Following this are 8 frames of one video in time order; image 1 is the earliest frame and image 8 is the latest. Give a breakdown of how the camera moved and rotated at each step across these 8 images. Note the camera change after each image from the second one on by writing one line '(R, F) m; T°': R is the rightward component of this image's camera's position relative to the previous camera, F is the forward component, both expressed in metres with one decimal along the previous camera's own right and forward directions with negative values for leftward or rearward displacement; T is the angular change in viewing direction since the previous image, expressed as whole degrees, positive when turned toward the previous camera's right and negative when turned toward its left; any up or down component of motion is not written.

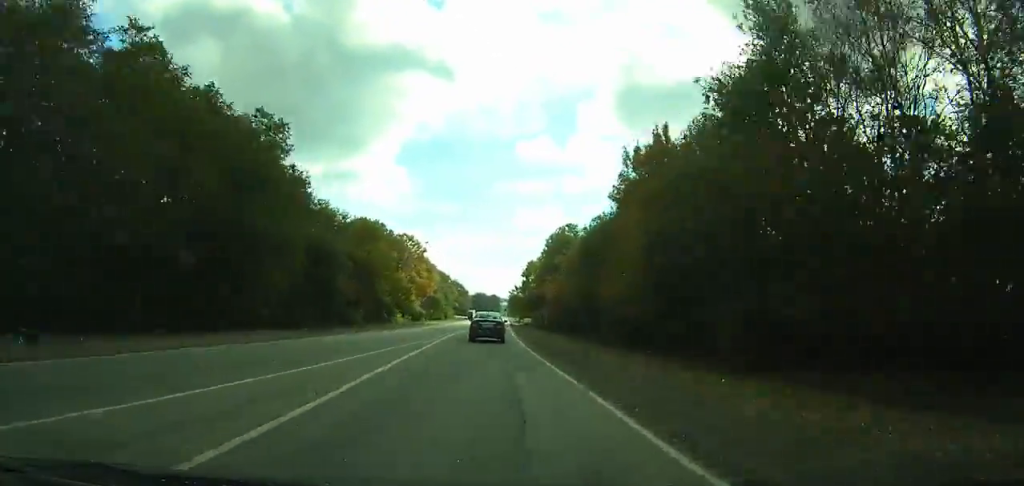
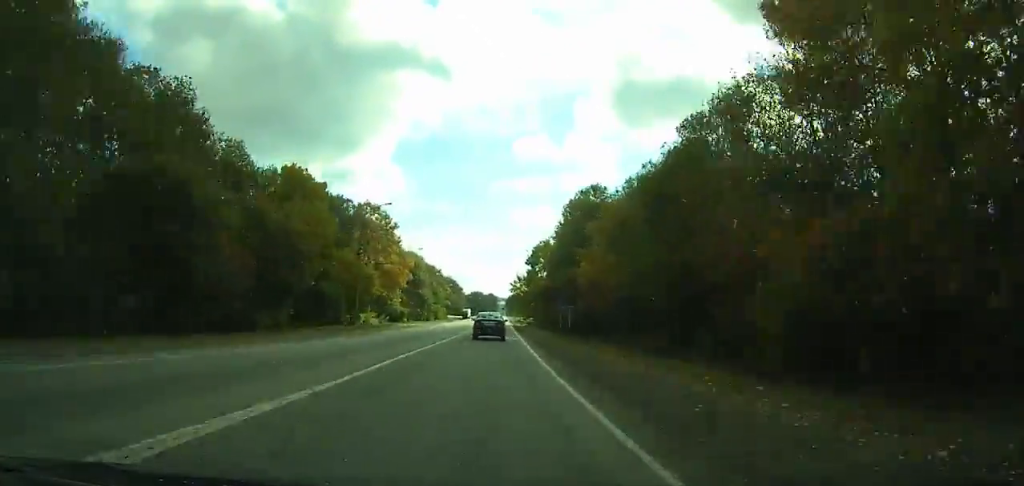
(-1.6, +24.0) m; +2°
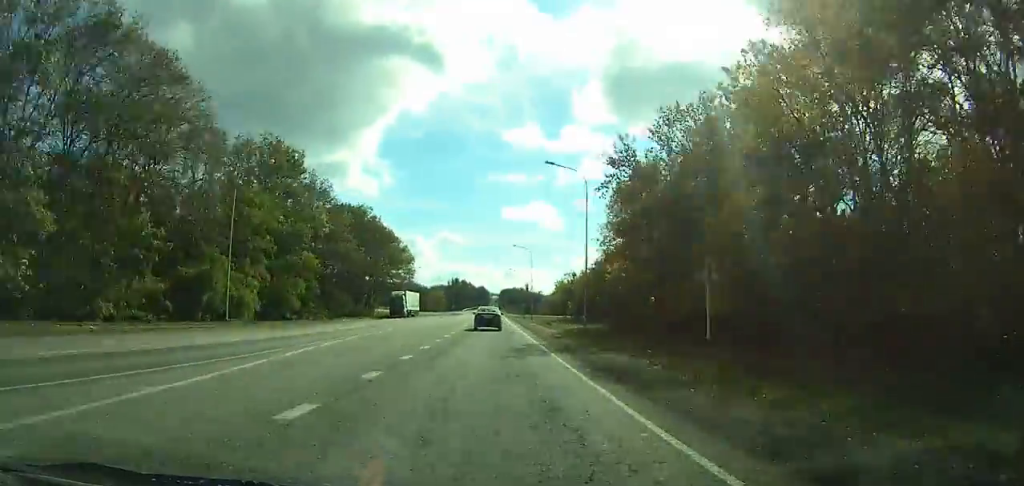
(+2.3, +119.7) m; -10°
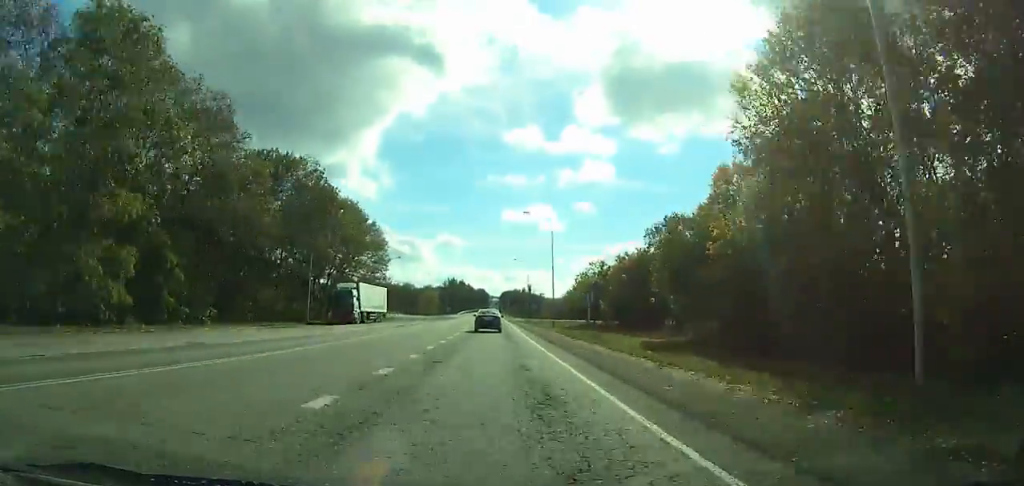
(-2.5, +32.6) m; -1°
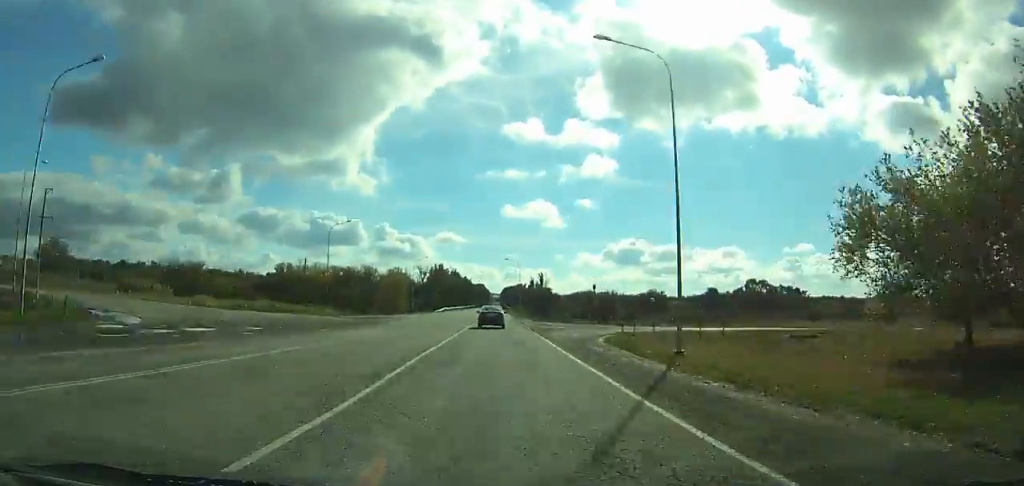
(-0.5, +94.6) m; +3°
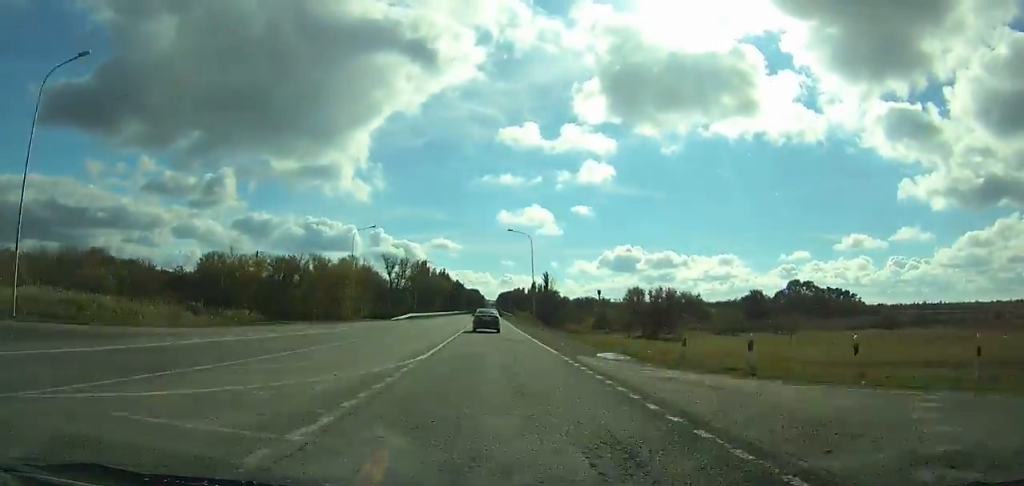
(+1.9, +53.2) m; +2°
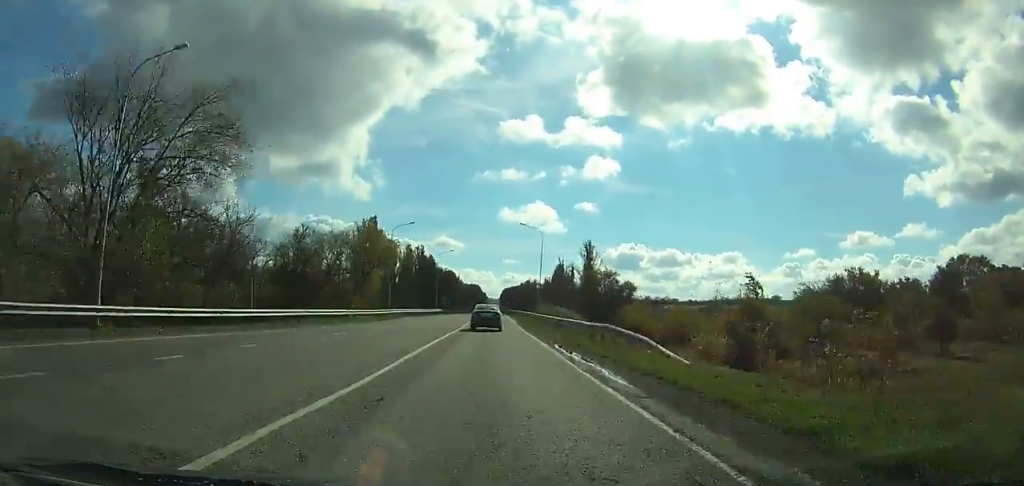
(-0.9, +101.1) m; -2°
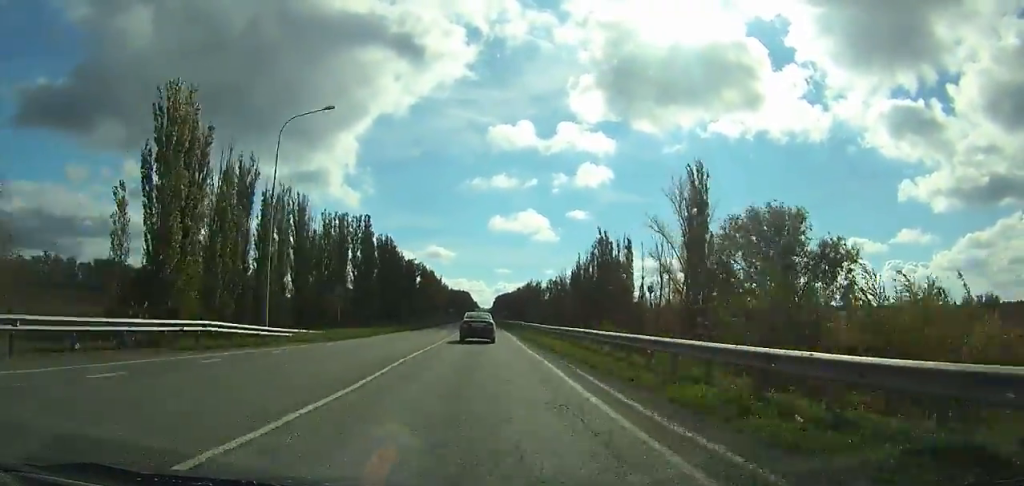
(+0.8, +77.9) m; +1°
